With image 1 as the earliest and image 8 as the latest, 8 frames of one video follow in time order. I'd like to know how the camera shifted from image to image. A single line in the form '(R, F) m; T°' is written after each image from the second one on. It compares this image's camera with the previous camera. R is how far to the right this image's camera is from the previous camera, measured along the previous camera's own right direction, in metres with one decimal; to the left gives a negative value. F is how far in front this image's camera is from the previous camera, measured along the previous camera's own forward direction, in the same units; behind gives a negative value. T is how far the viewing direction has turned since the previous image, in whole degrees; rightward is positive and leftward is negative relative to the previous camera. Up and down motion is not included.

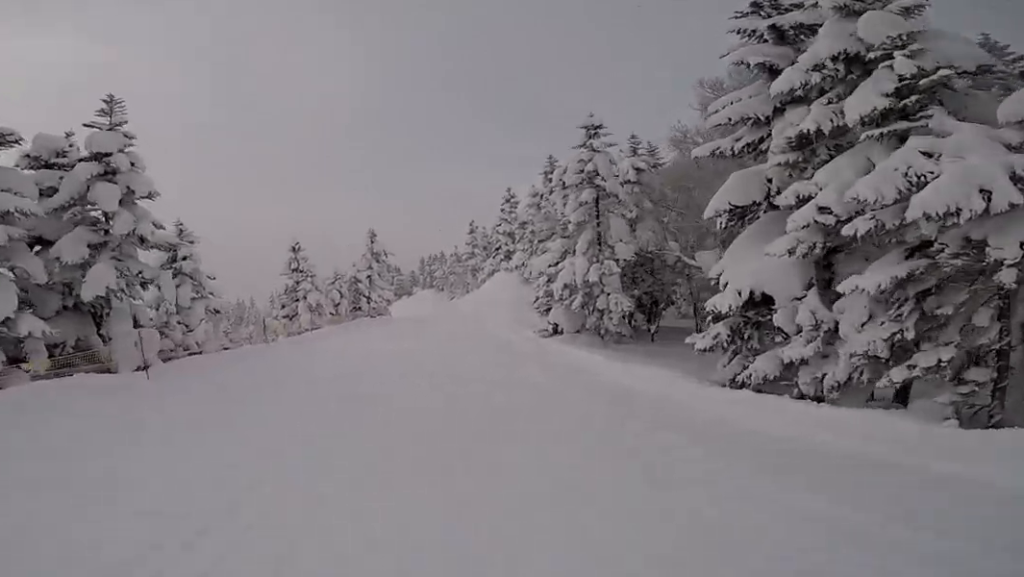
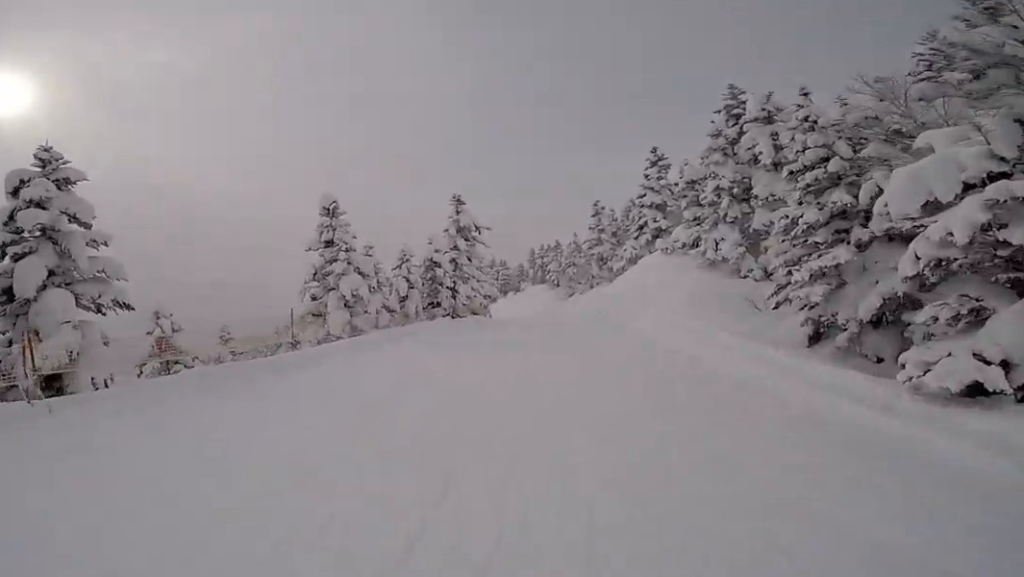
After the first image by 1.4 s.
(-0.3, +10.8) m; +2°
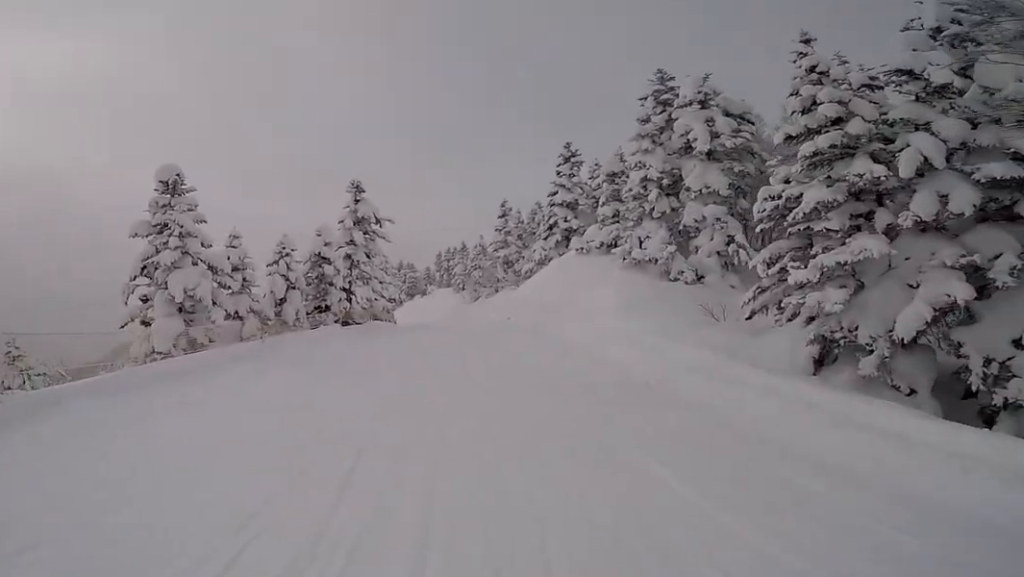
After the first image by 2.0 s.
(+0.5, +4.1) m; 0°
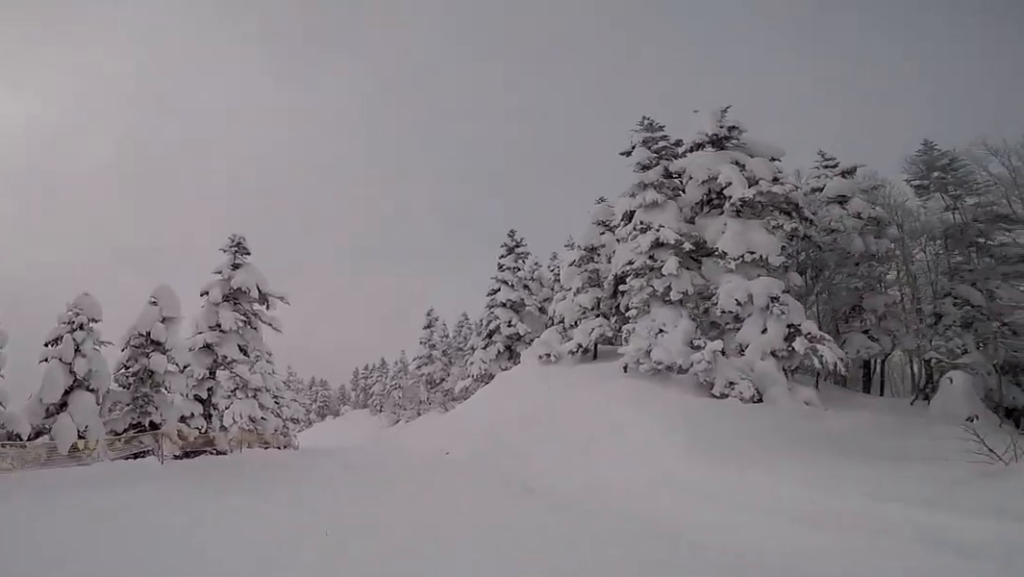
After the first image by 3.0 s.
(-0.8, +7.5) m; 0°
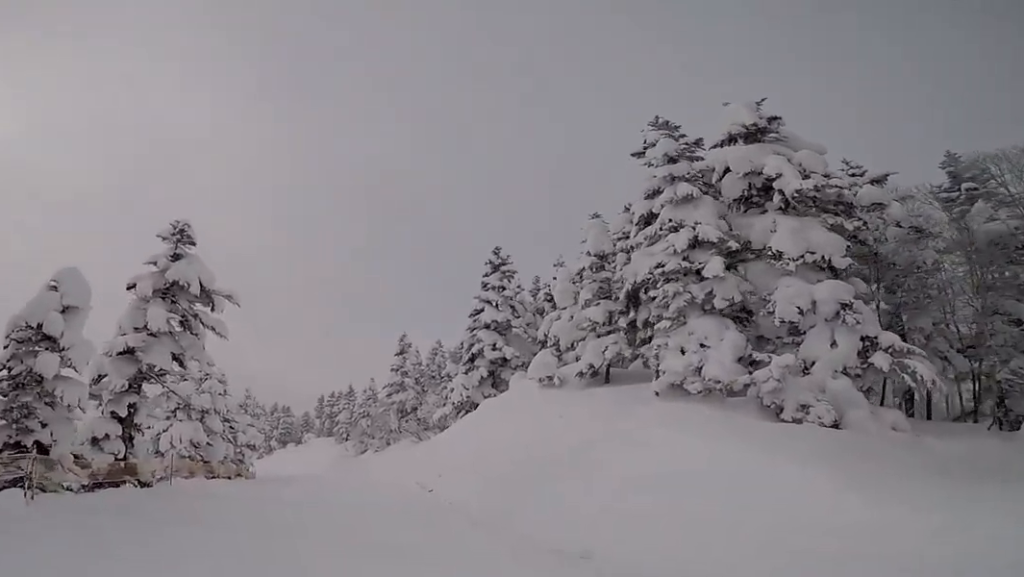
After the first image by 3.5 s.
(+0.2, +3.1) m; 0°
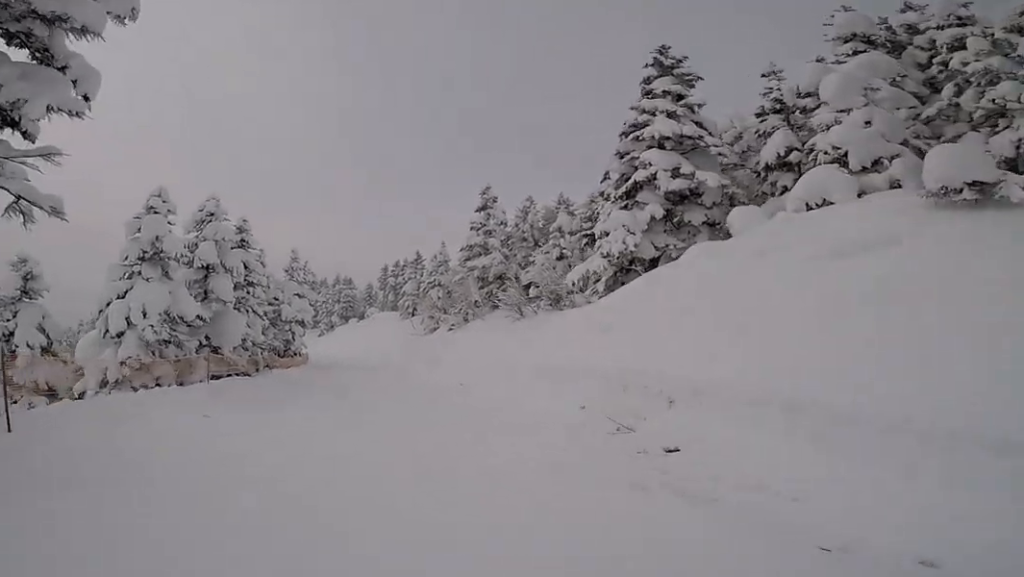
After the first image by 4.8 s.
(-0.1, +9.8) m; -6°
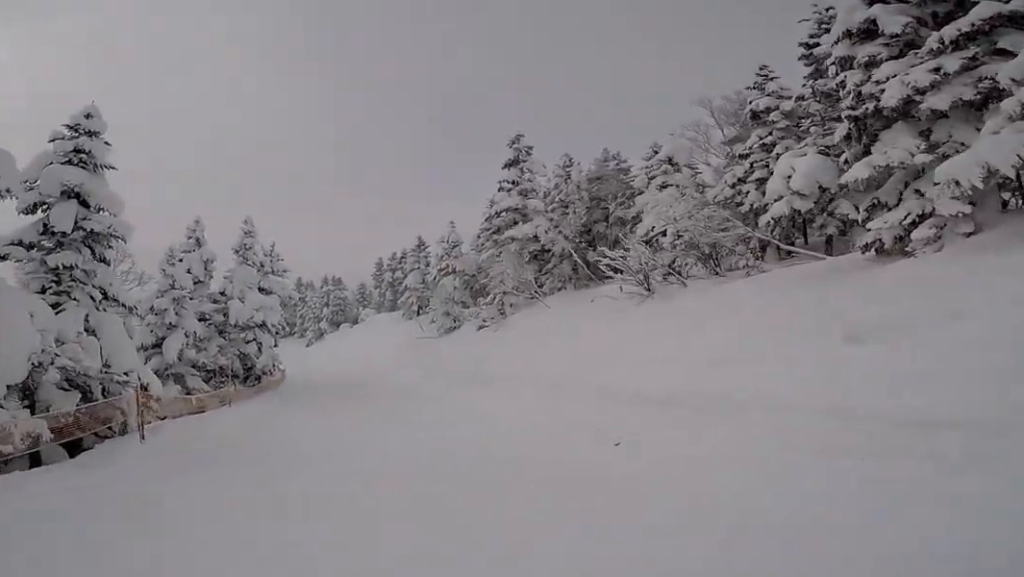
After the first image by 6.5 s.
(-1.0, +12.2) m; -7°
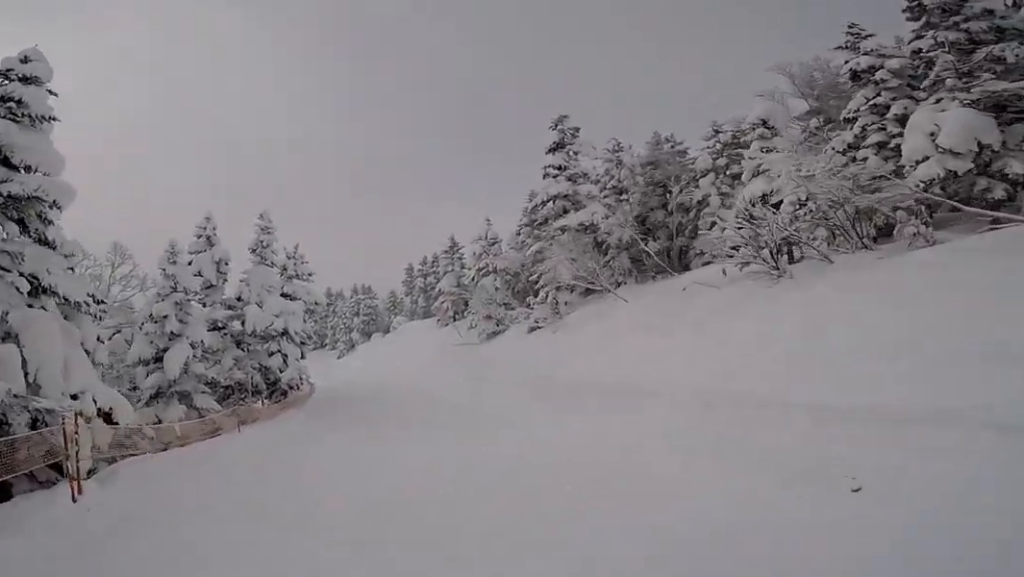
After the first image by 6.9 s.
(-0.2, +3.5) m; 0°
